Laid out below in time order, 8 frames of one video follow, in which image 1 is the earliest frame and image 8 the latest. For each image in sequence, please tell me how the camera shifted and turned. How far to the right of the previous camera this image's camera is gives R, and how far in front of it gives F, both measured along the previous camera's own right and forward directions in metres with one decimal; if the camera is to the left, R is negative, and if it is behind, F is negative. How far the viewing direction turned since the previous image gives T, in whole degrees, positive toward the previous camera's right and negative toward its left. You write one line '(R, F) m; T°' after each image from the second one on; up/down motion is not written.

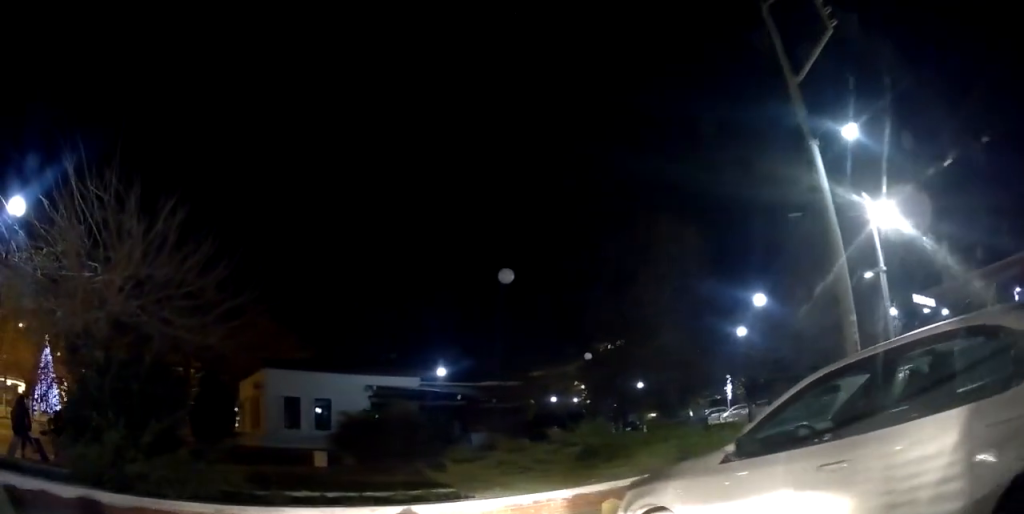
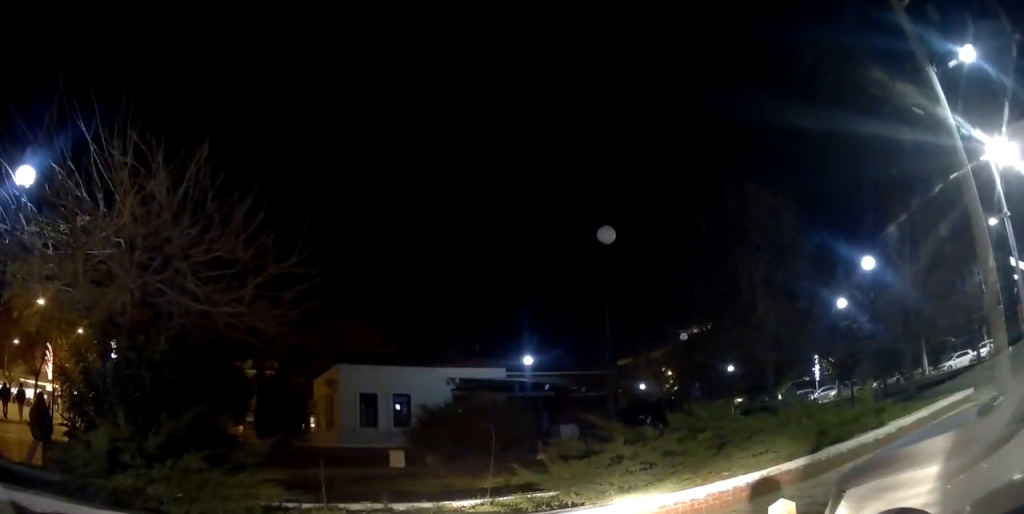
(0.0, +1.2) m; 0°
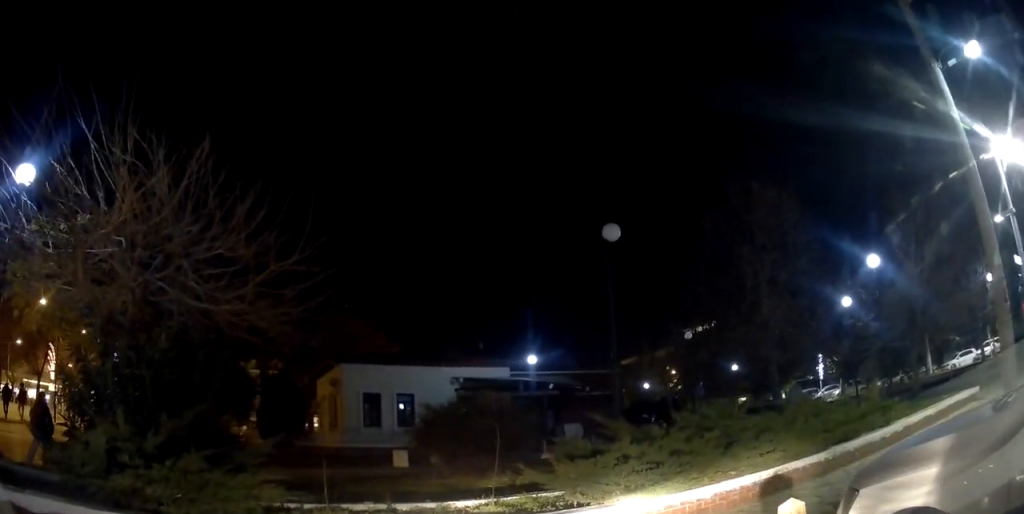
(+0.1, +0.1) m; 0°
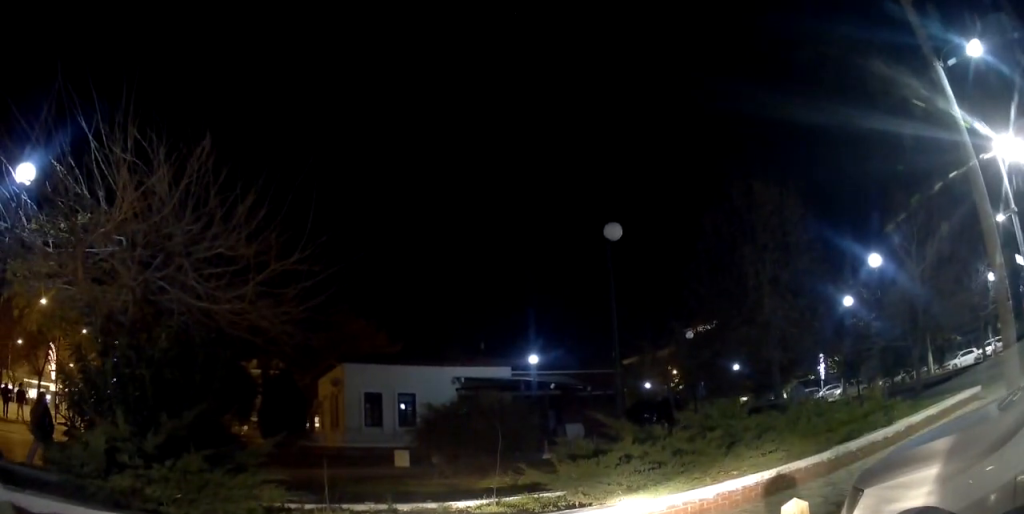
(+0.1, +0.1) m; 0°
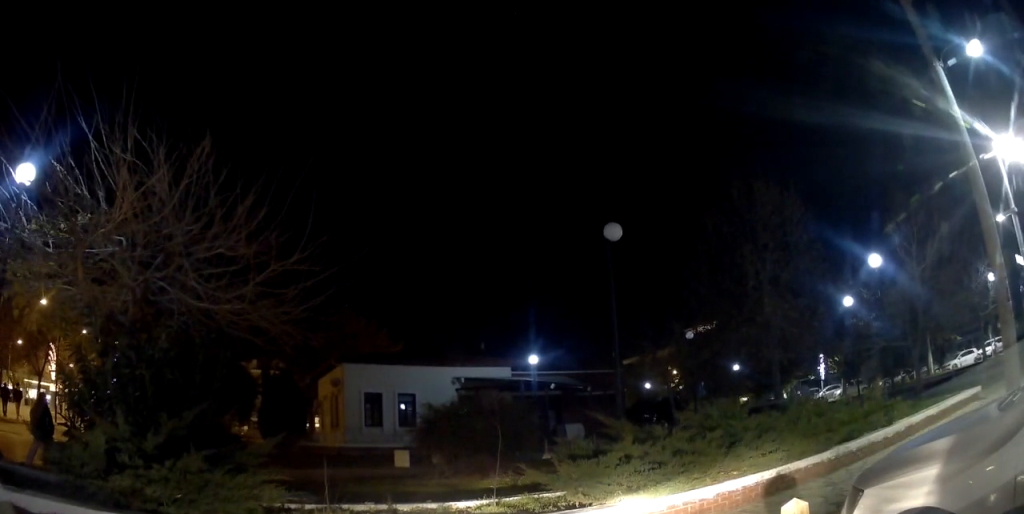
(0.0, 0.0) m; 0°
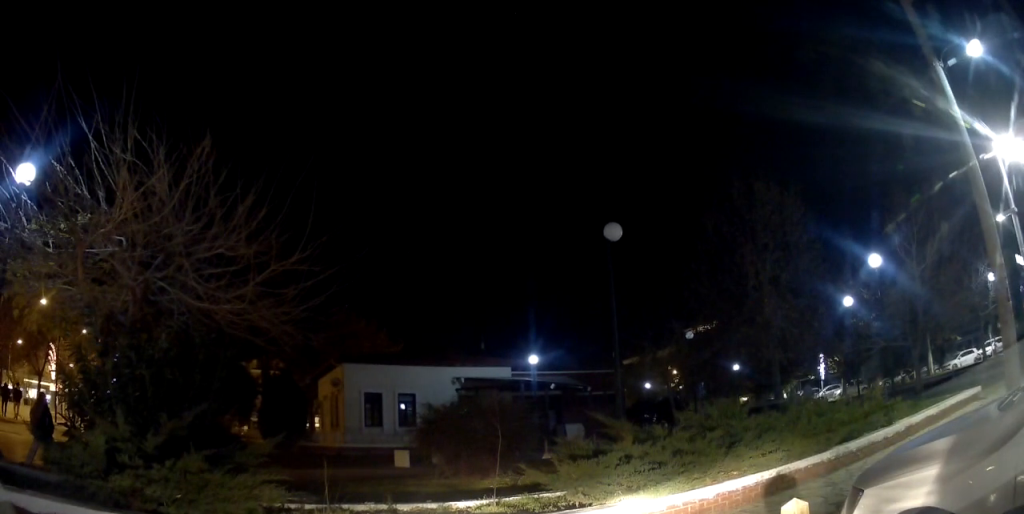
(0.0, 0.0) m; 0°
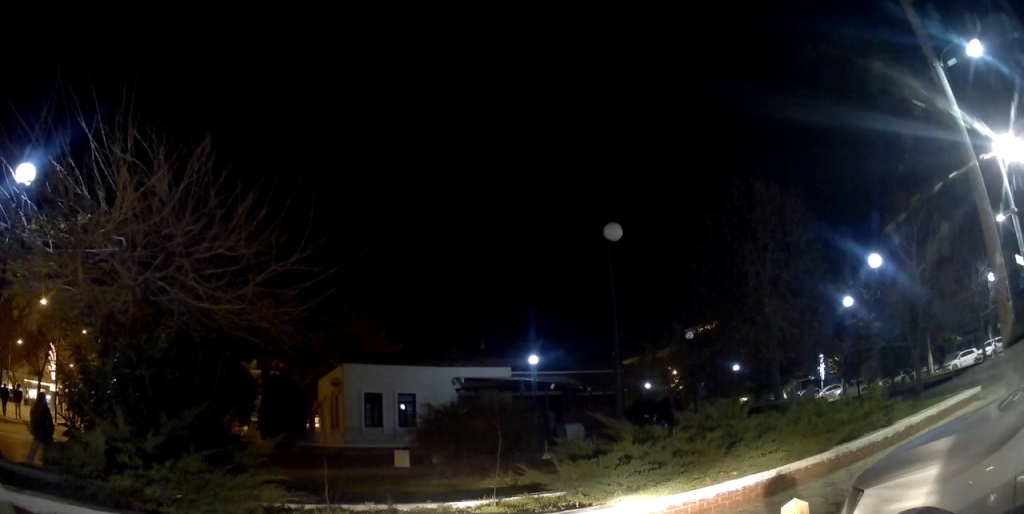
(0.0, 0.0) m; 0°
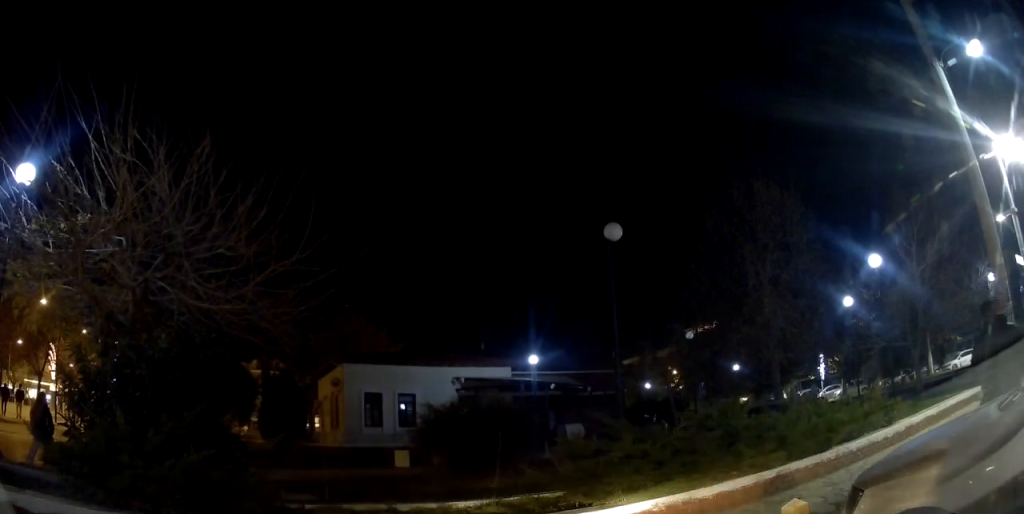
(0.0, 0.0) m; 0°
